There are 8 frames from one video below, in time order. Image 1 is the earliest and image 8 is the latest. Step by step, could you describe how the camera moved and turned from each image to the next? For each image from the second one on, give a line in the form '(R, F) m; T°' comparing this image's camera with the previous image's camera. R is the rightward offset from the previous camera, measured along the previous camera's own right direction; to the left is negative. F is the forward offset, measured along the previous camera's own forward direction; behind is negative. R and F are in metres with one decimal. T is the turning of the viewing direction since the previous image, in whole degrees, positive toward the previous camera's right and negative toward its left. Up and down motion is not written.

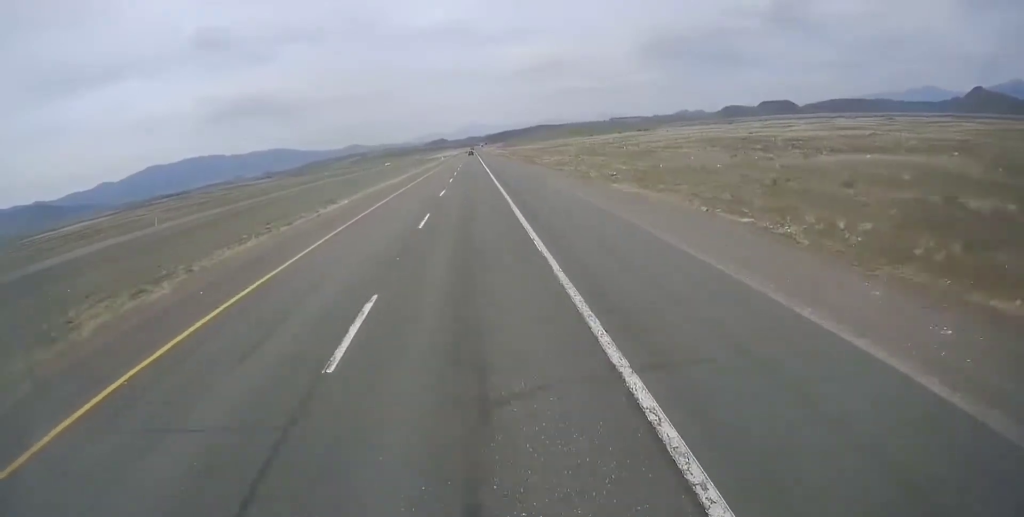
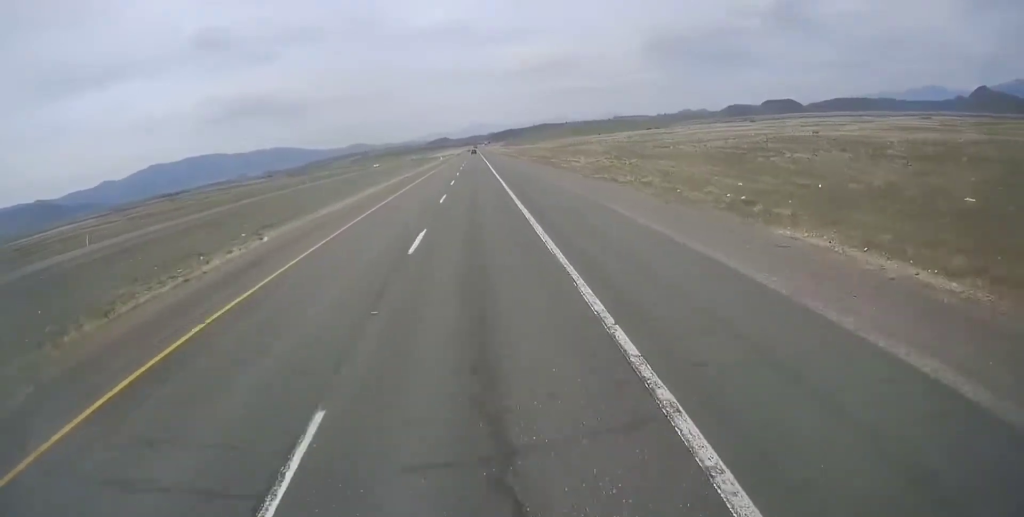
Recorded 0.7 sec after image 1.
(+0.1, +19.0) m; 0°
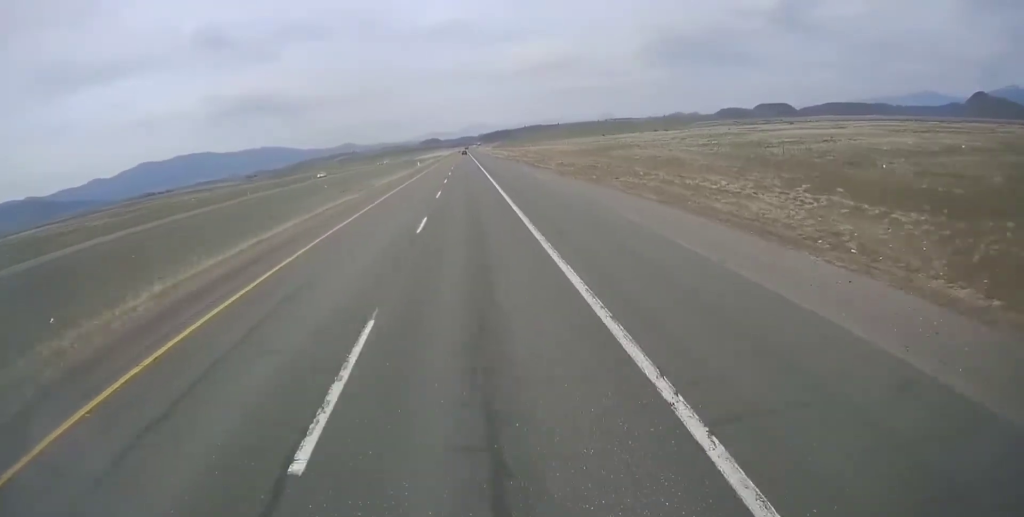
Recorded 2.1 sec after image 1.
(+0.1, +40.5) m; +1°
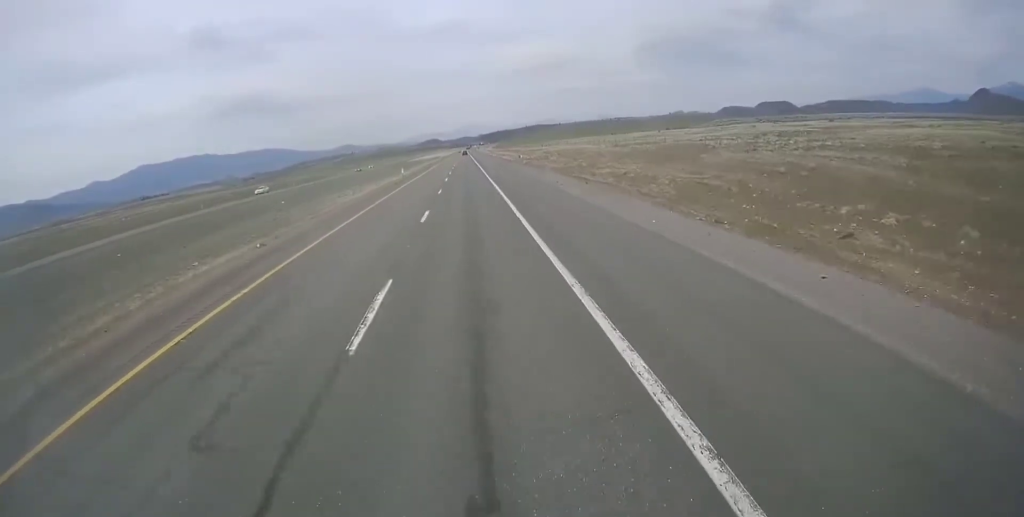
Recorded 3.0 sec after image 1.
(+0.1, +26.1) m; 0°
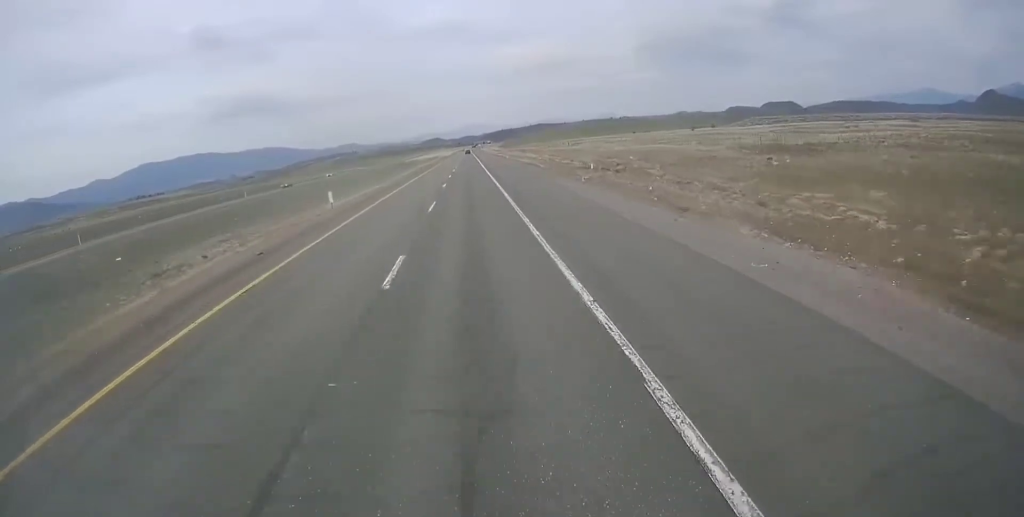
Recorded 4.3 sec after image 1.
(-0.7, +38.9) m; -1°
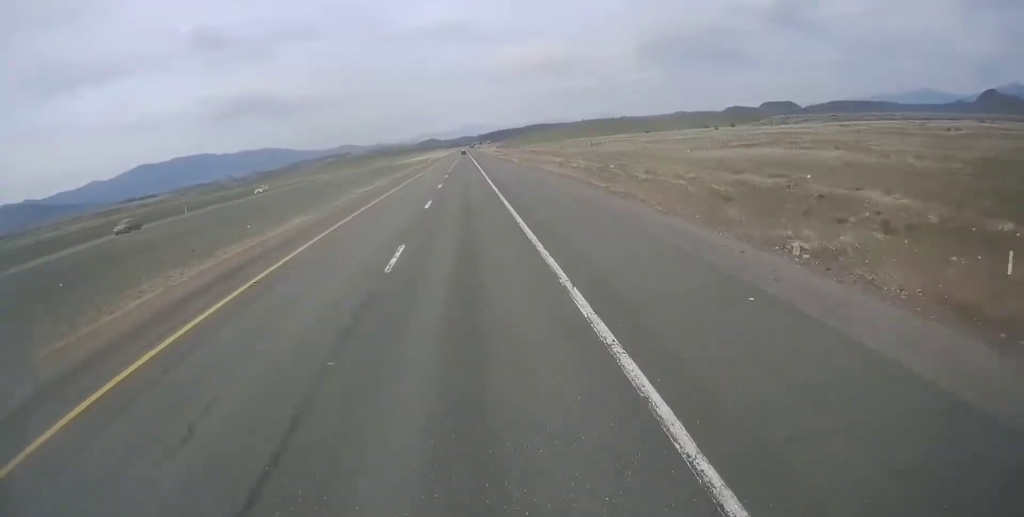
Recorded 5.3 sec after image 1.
(+0.4, +28.6) m; +1°
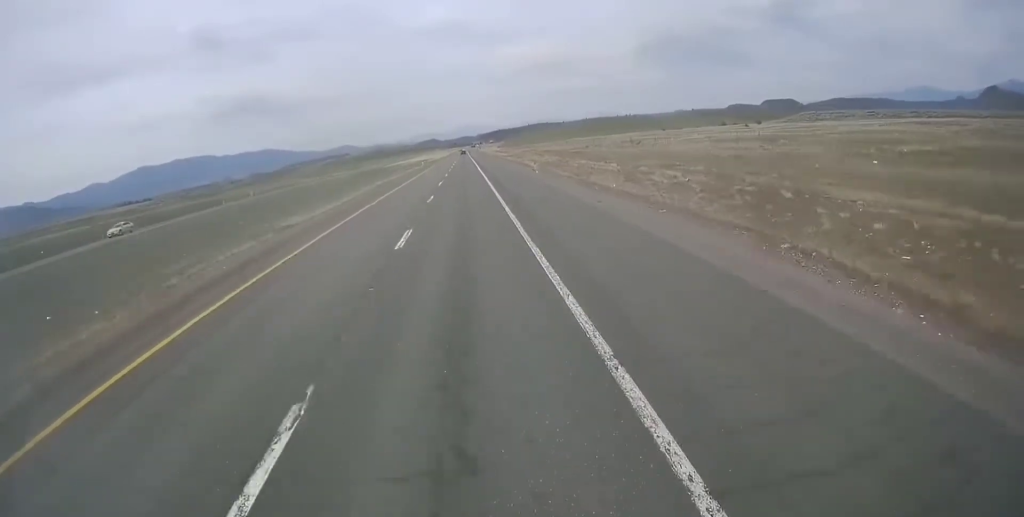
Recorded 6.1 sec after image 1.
(+0.1, +25.5) m; 0°
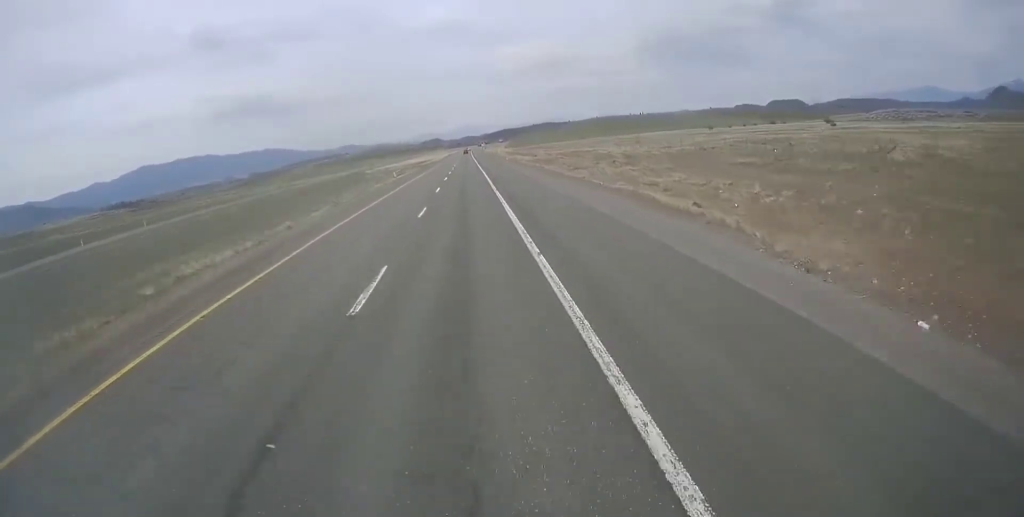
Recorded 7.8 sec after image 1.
(+0.1, +50.3) m; 0°
